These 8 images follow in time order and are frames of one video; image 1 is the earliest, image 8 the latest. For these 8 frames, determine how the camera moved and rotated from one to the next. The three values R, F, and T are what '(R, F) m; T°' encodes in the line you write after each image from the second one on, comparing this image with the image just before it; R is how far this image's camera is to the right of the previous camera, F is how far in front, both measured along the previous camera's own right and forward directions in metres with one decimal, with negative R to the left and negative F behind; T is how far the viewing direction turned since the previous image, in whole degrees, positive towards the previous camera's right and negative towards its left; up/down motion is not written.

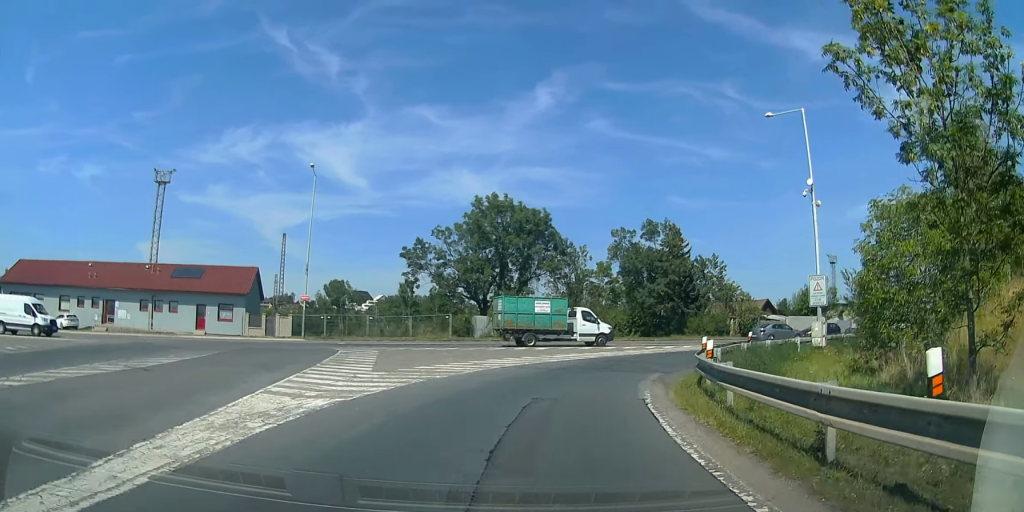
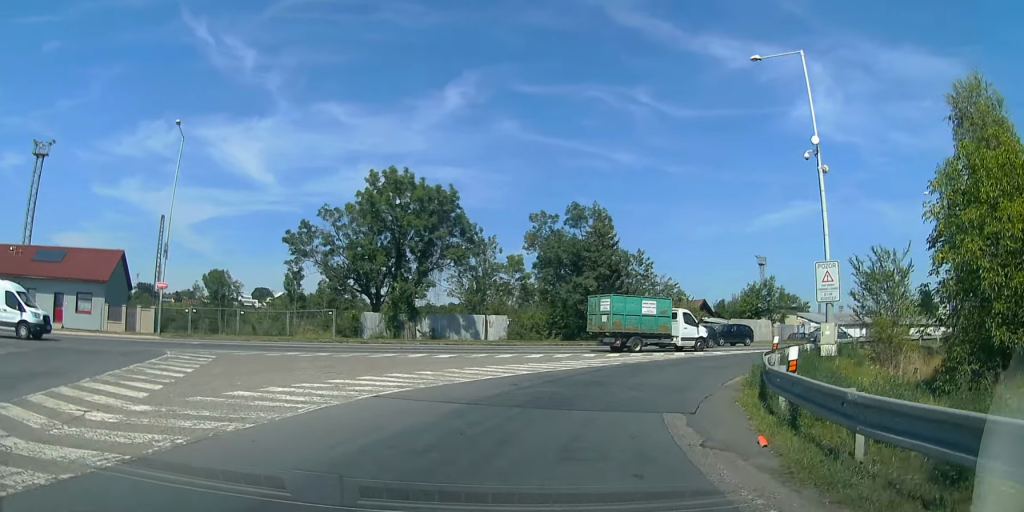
(+1.2, +8.6) m; +8°
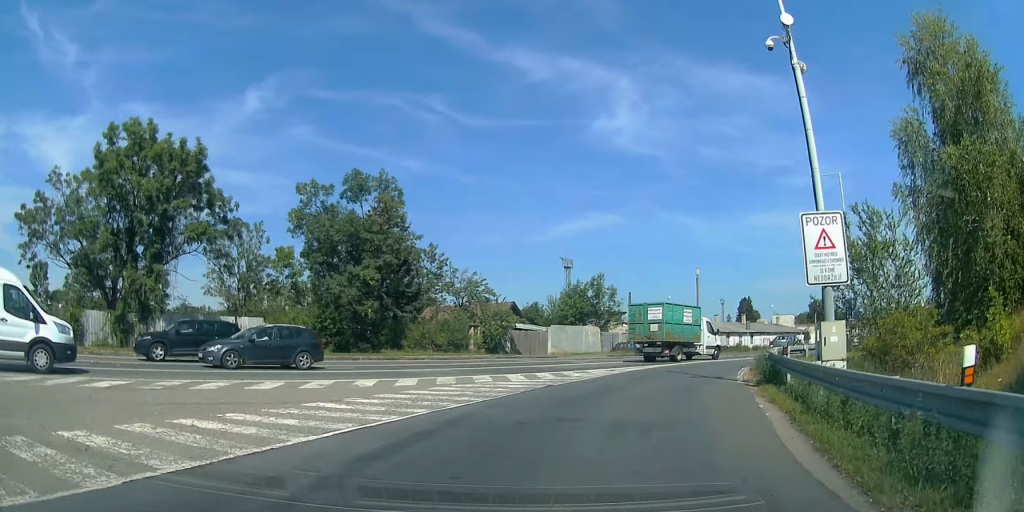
(+0.7, +11.3) m; +22°
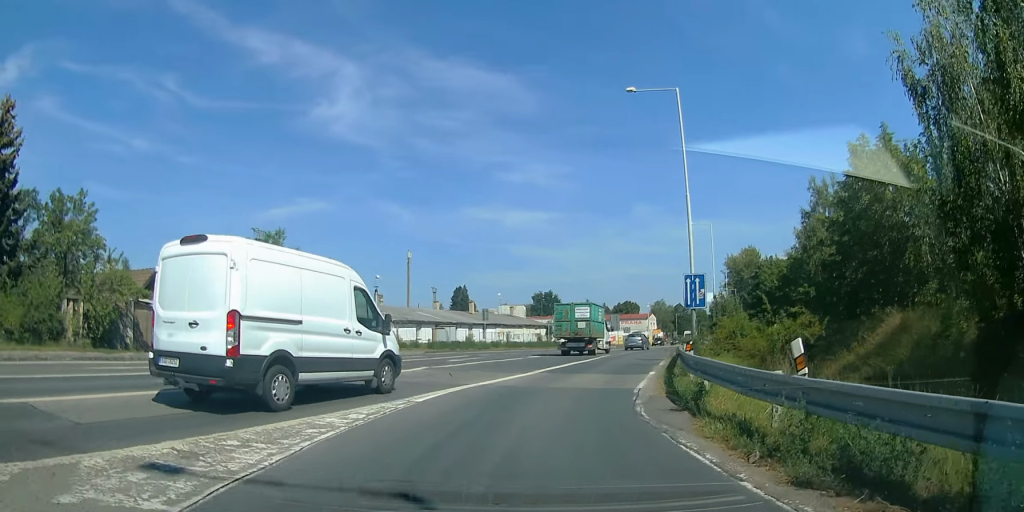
(+5.4, +16.3) m; +25°
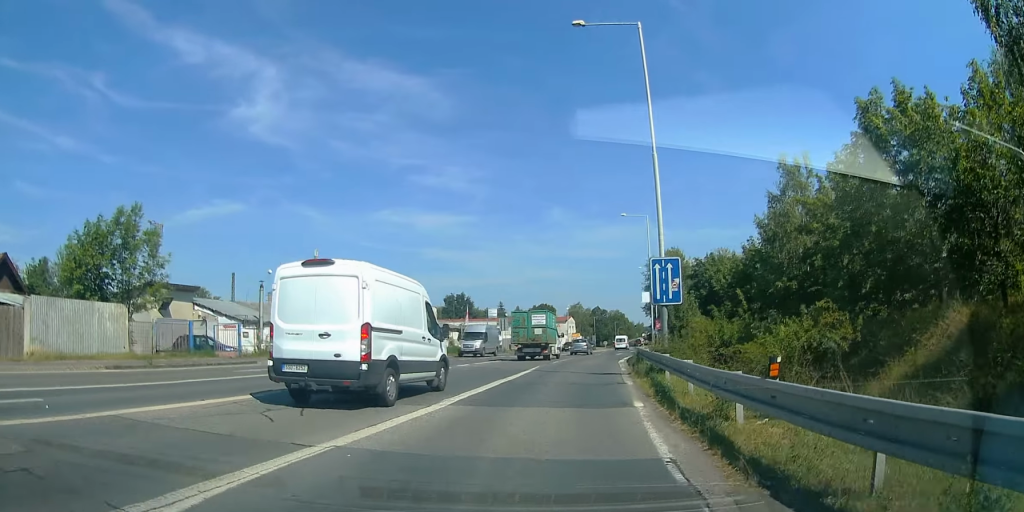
(+0.7, +7.3) m; +6°
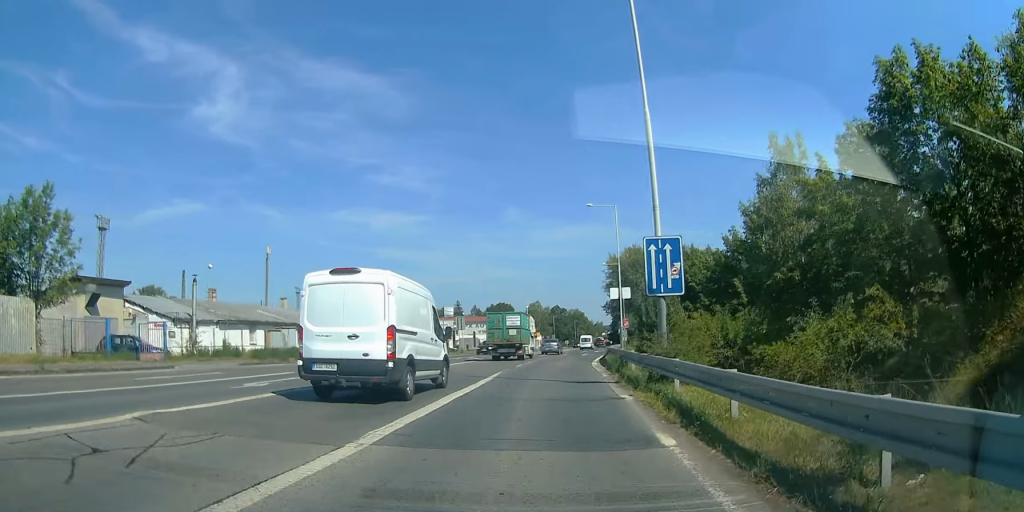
(+0.2, +4.1) m; +3°
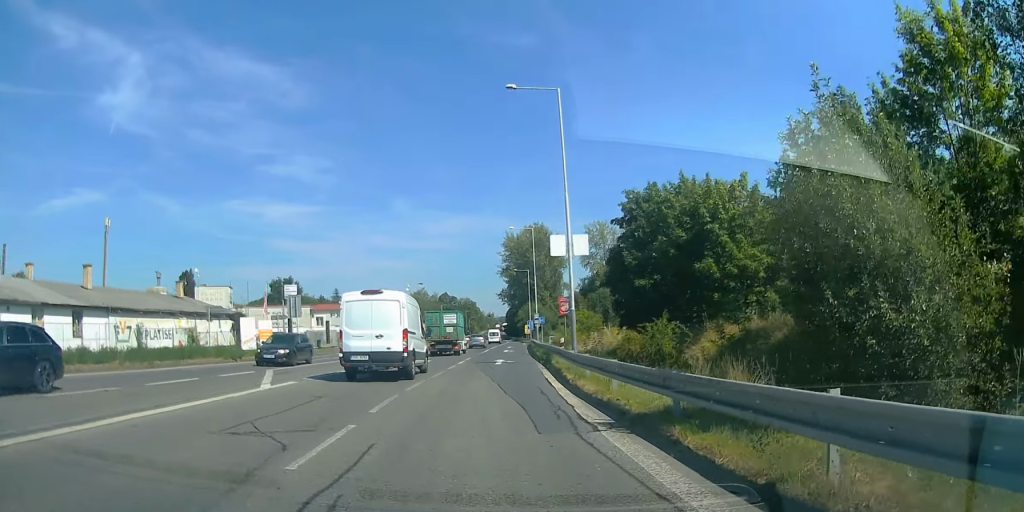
(+3.5, +23.7) m; +7°
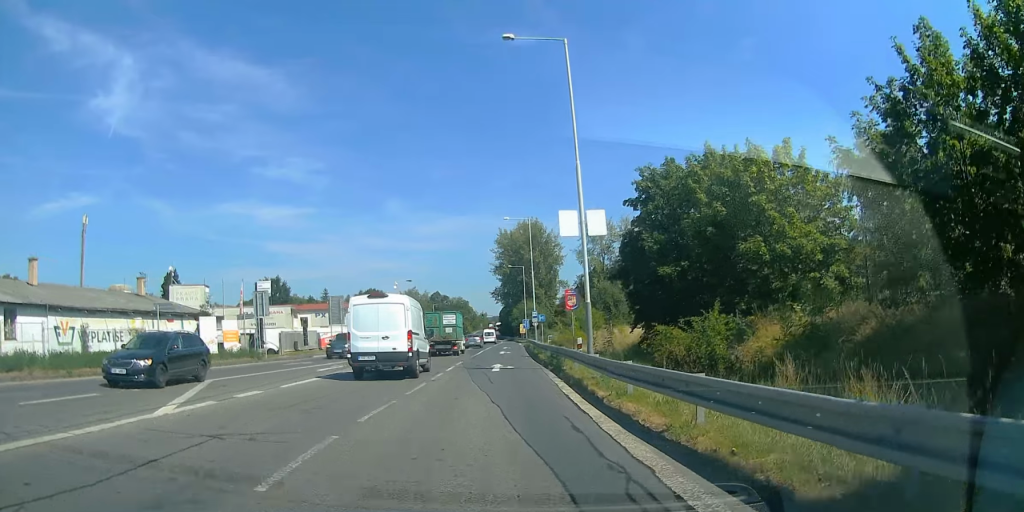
(-0.6, +5.2) m; -4°
